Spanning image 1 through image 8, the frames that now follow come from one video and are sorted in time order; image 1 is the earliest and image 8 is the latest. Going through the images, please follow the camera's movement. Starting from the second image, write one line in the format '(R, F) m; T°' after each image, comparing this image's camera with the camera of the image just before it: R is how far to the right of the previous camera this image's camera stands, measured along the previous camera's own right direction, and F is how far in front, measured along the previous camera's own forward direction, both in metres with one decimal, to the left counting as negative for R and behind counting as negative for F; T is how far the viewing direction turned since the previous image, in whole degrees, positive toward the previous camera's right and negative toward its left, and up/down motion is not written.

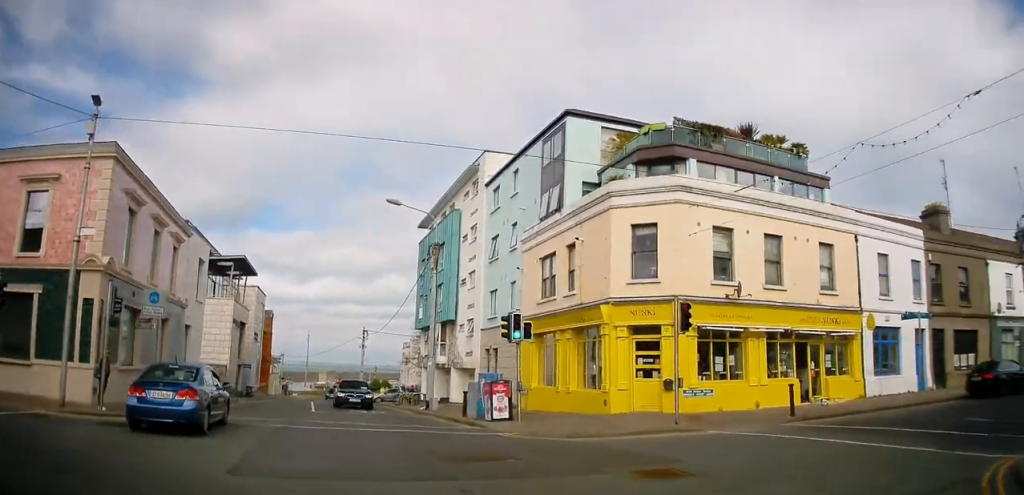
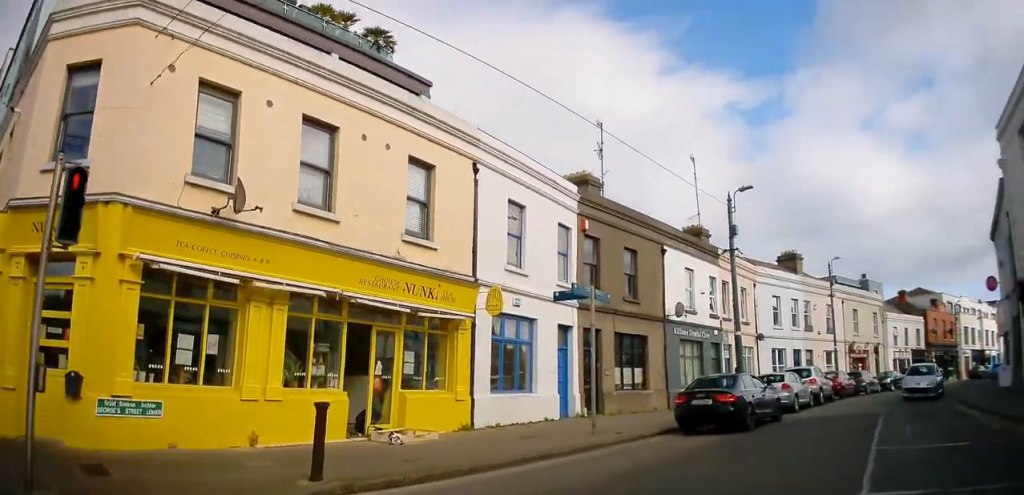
(+3.9, +8.5) m; +46°
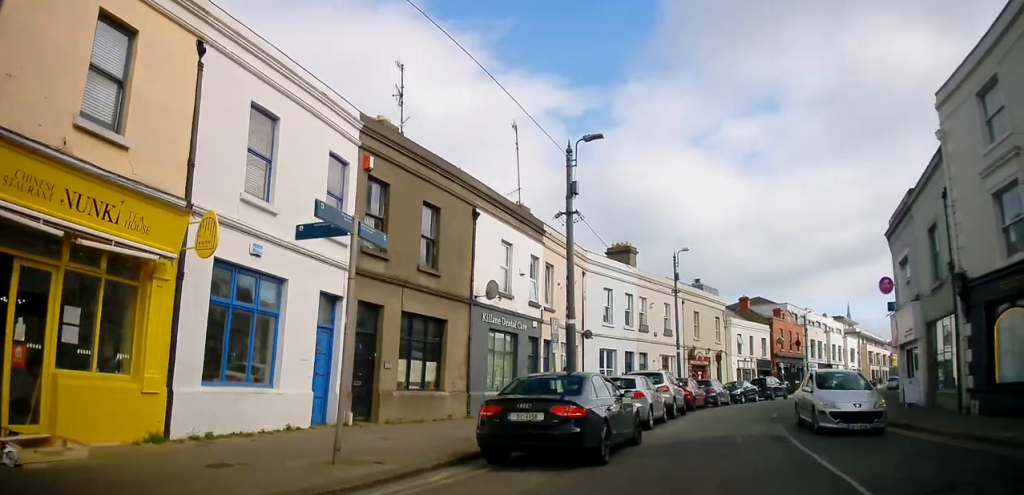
(+0.4, +5.5) m; +9°
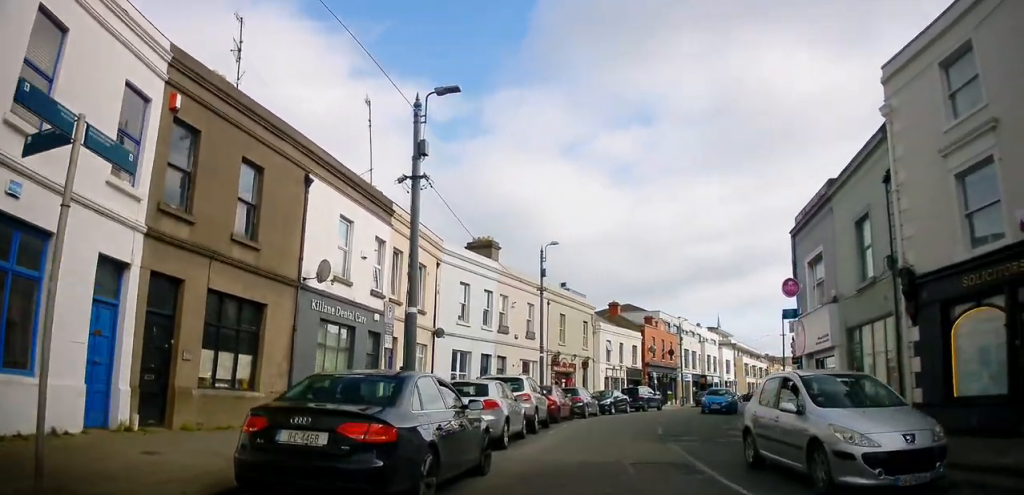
(+0.2, +3.5) m; +17°
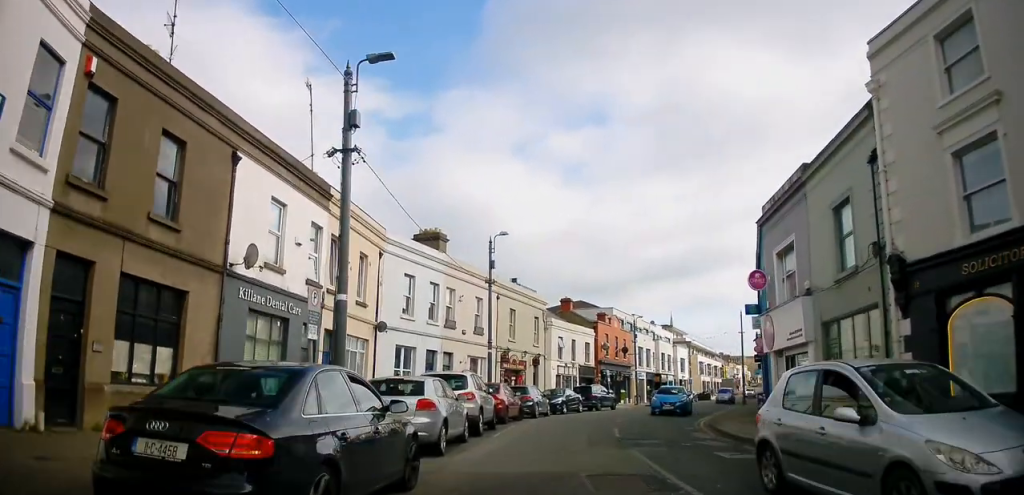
(+0.4, +1.5) m; +8°
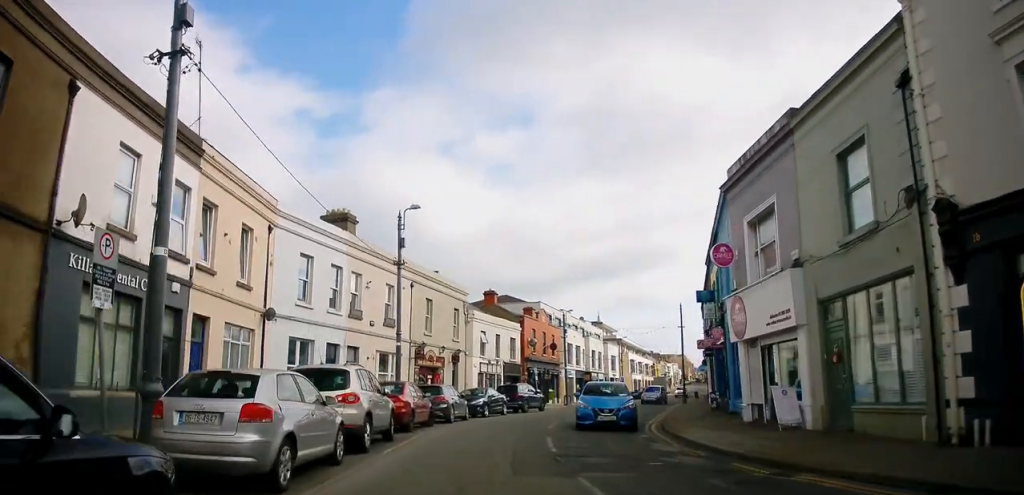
(+0.8, +3.9) m; +11°
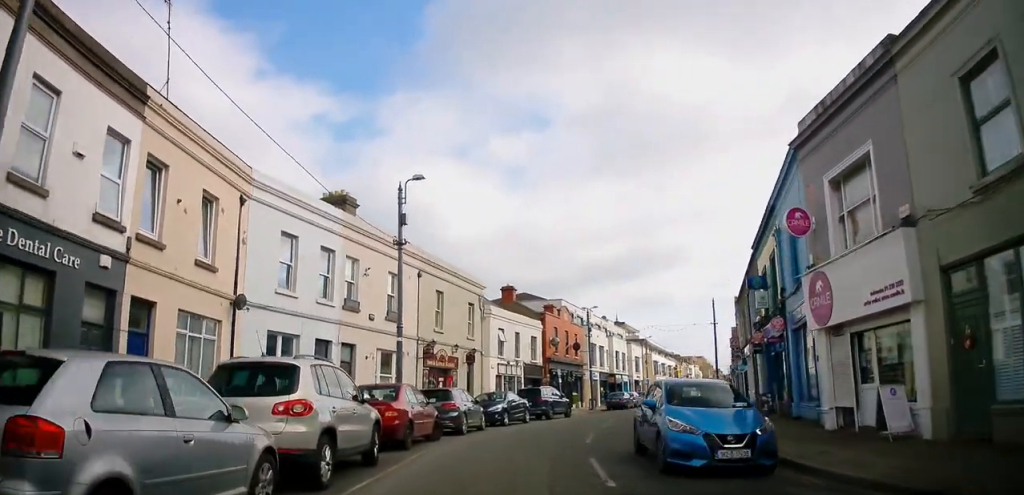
(0.0, +3.5) m; -2°
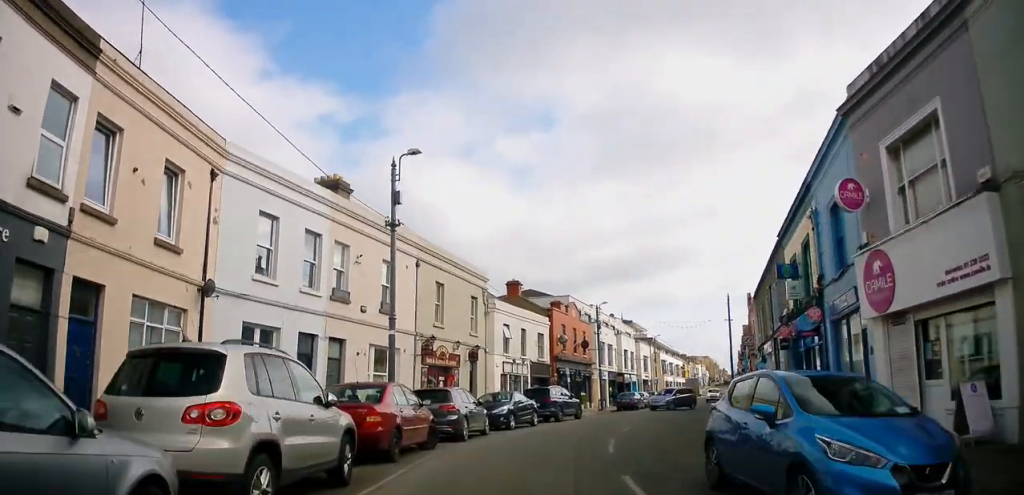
(0.0, +1.8) m; -1°
